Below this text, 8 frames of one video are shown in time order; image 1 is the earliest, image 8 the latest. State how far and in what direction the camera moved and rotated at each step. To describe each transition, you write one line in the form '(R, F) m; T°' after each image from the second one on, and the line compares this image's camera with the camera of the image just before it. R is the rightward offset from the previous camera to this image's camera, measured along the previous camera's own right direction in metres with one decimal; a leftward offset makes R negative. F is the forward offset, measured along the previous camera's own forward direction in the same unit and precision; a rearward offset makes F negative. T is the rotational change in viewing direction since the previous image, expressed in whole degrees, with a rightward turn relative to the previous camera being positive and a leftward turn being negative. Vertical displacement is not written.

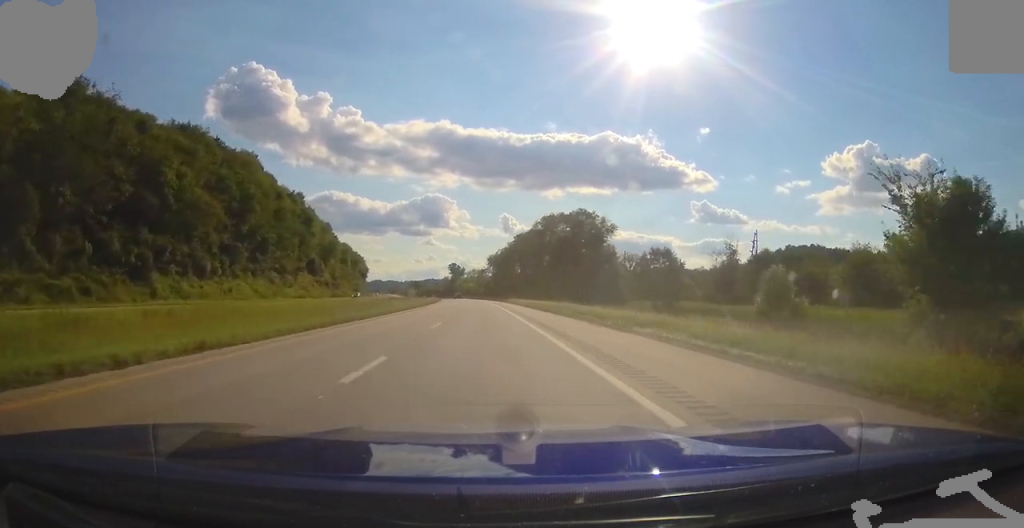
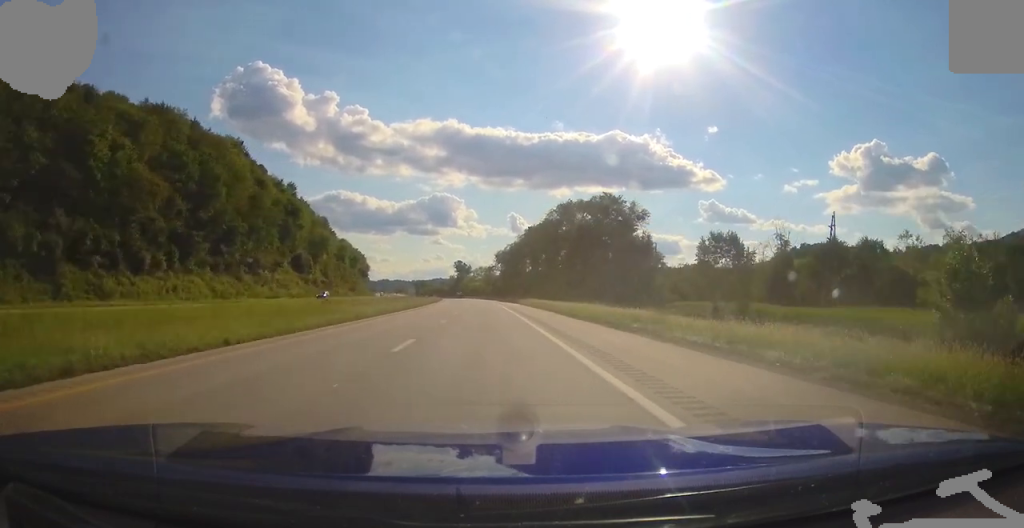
(0.0, +20.2) m; -1°
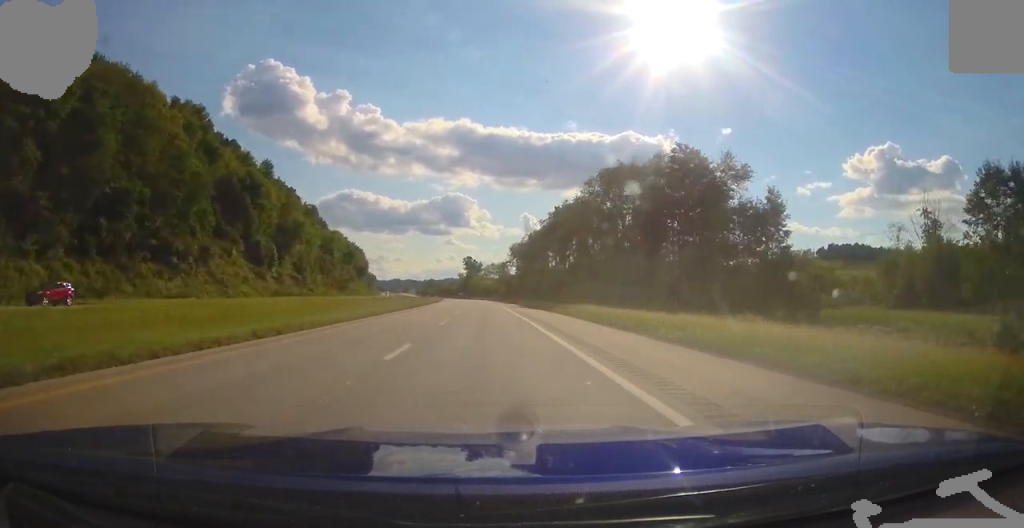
(-0.5, +38.3) m; -1°
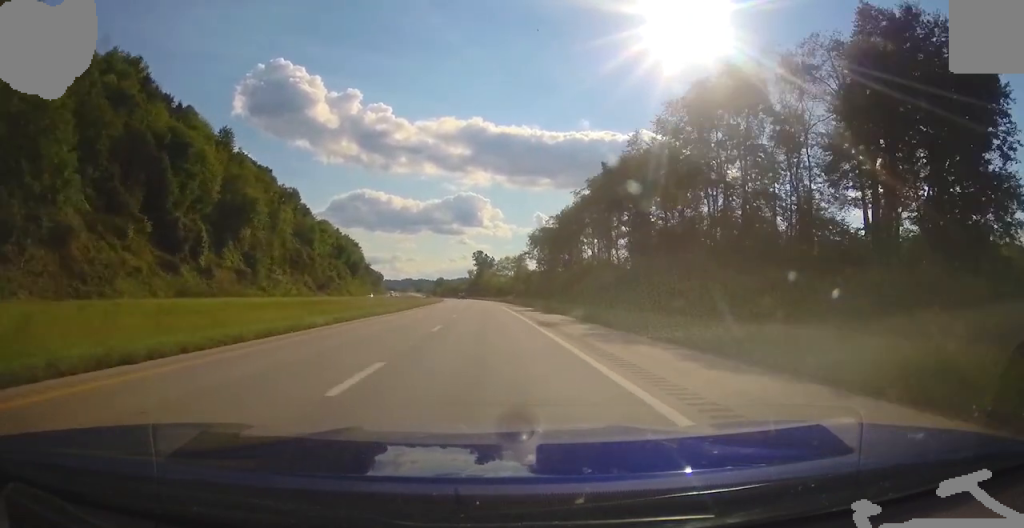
(0.0, +40.5) m; -1°
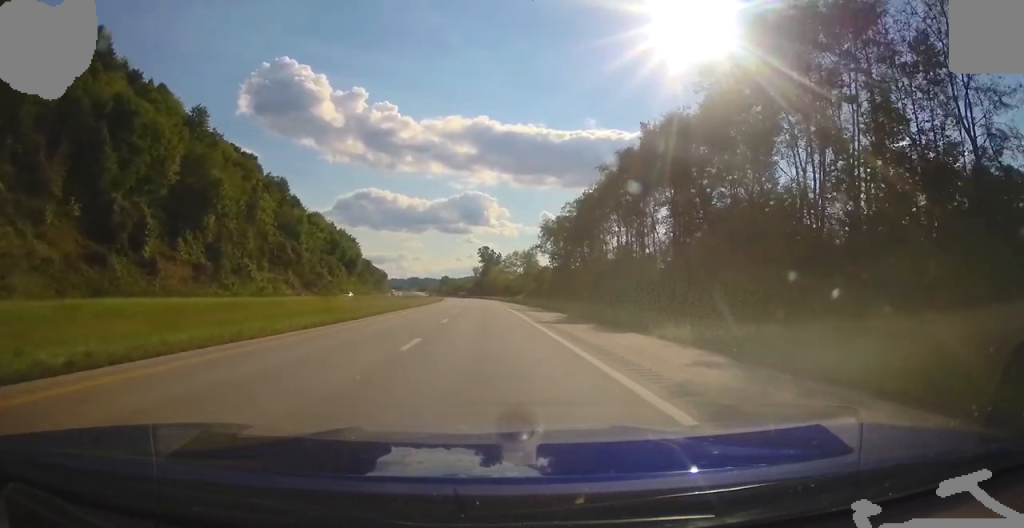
(-0.2, +19.1) m; -1°
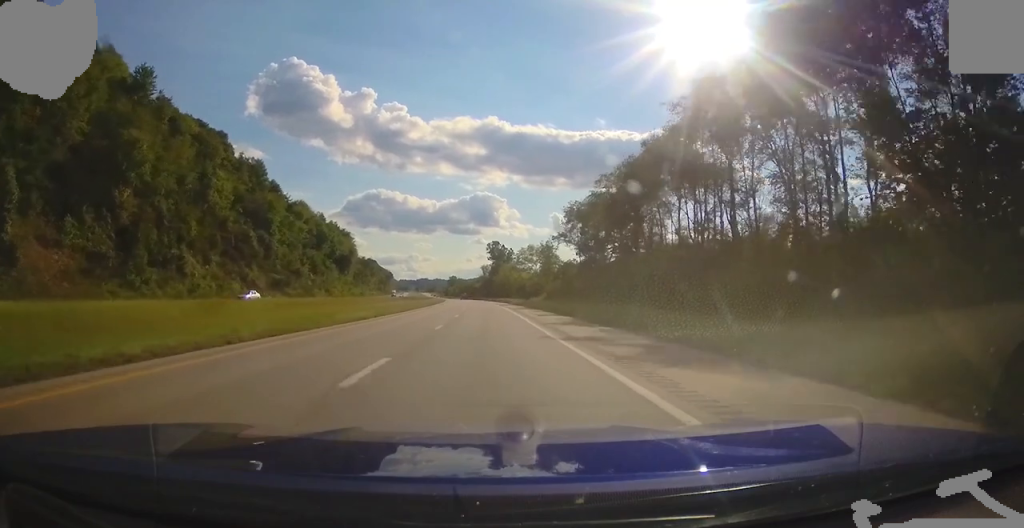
(-0.8, +29.8) m; -2°
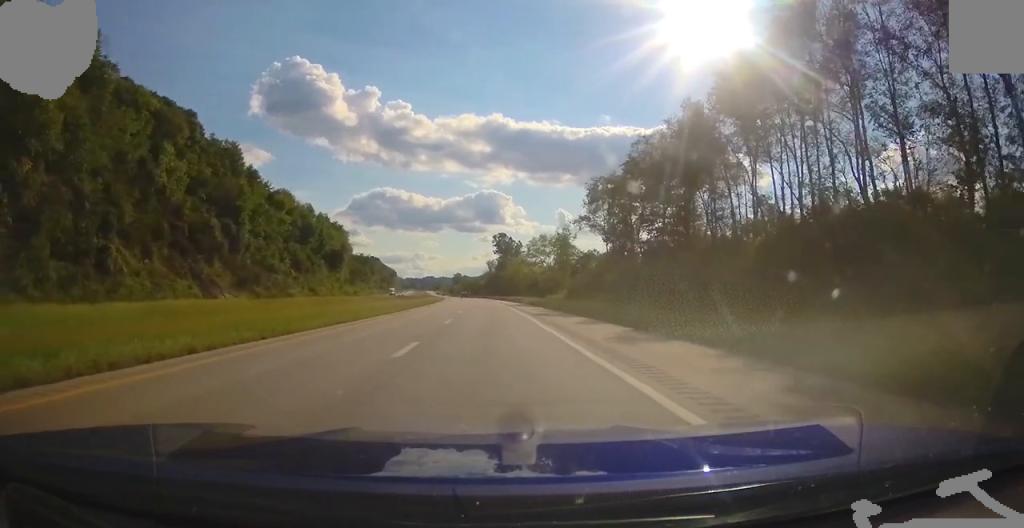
(-0.4, +21.1) m; 0°
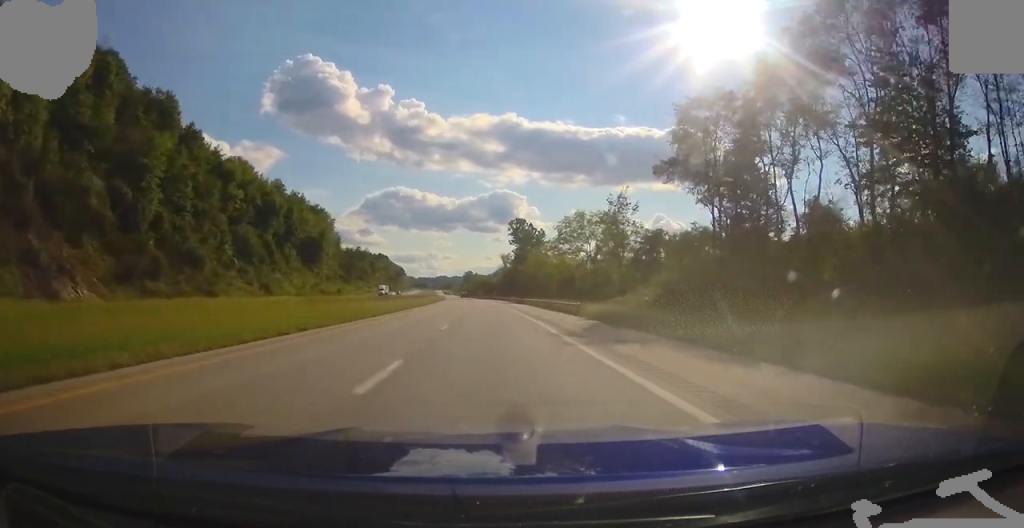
(+0.3, +41.1) m; -1°
